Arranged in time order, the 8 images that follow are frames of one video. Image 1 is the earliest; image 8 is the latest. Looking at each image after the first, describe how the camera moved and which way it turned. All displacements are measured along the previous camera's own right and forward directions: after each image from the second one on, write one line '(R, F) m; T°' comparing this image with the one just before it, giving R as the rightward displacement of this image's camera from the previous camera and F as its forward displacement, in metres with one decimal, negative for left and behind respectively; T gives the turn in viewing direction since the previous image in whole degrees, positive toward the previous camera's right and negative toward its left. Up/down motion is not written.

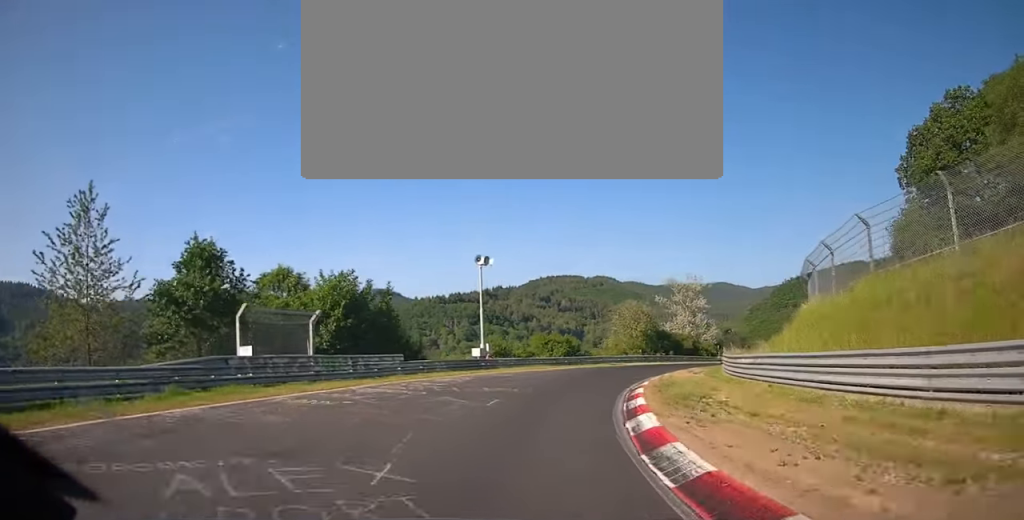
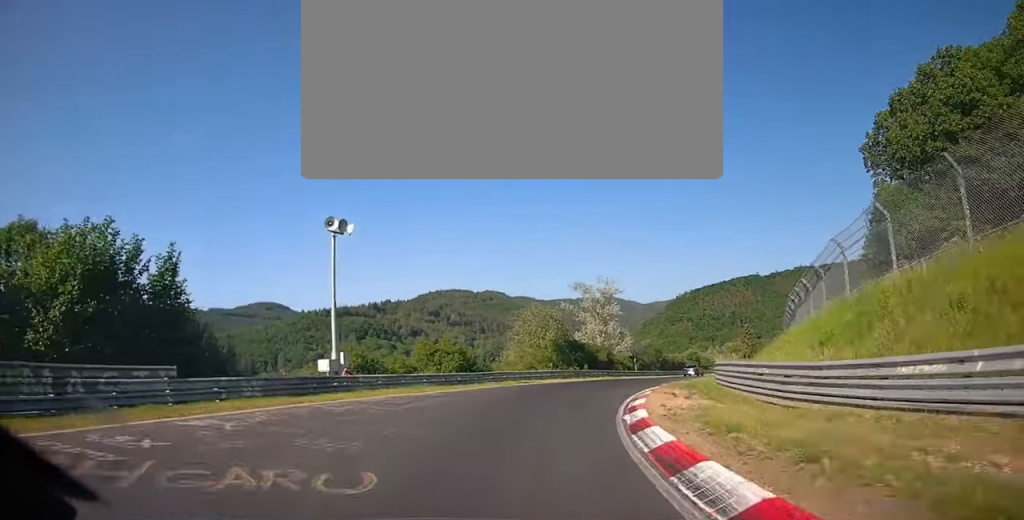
(+1.7, +12.5) m; +8°
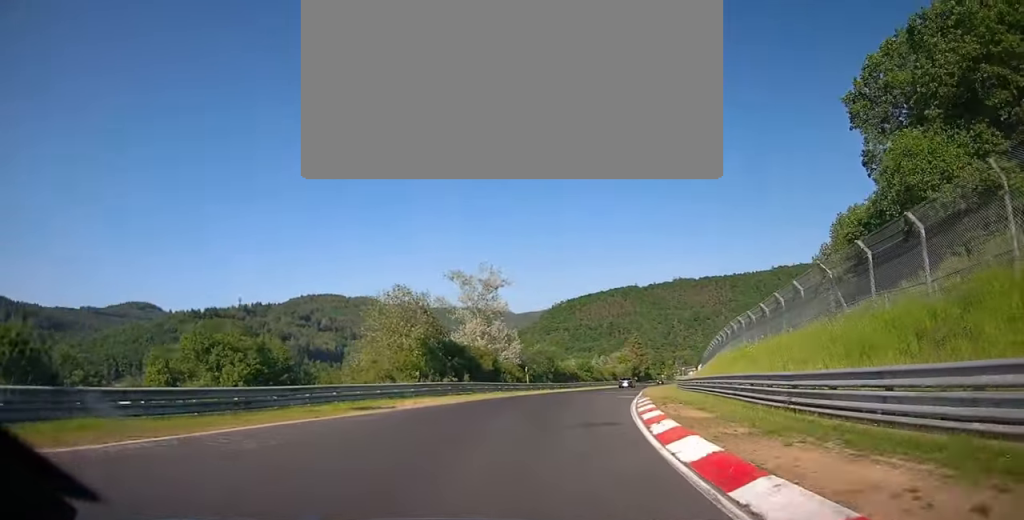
(+0.4, +17.1) m; +7°
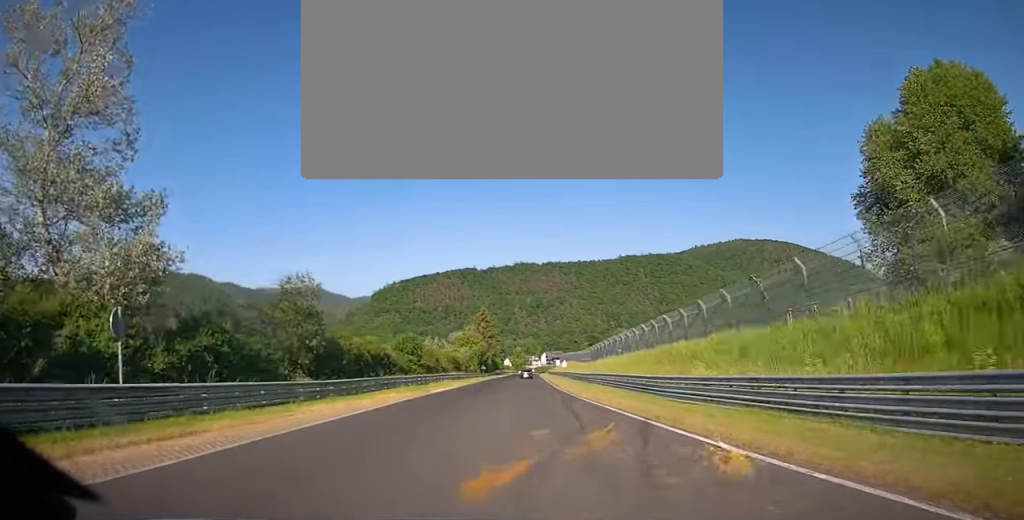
(+7.6, +49.5) m; +14°
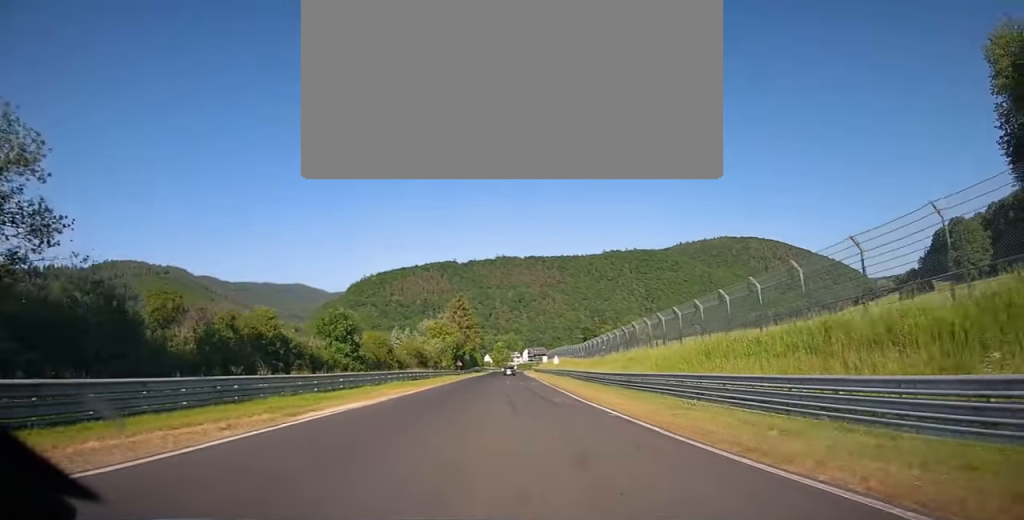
(+0.5, +21.1) m; +1°
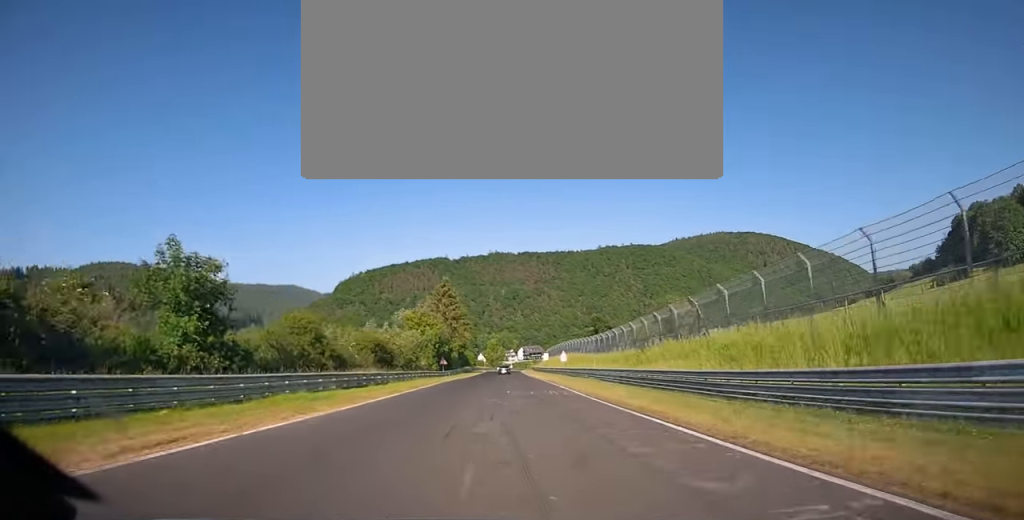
(+0.1, +19.7) m; 0°
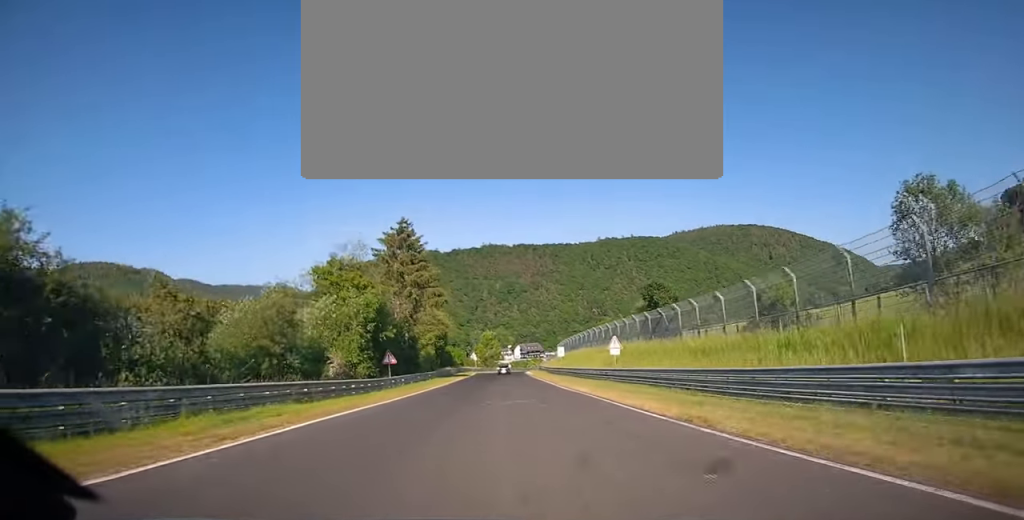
(0.0, +36.7) m; 0°
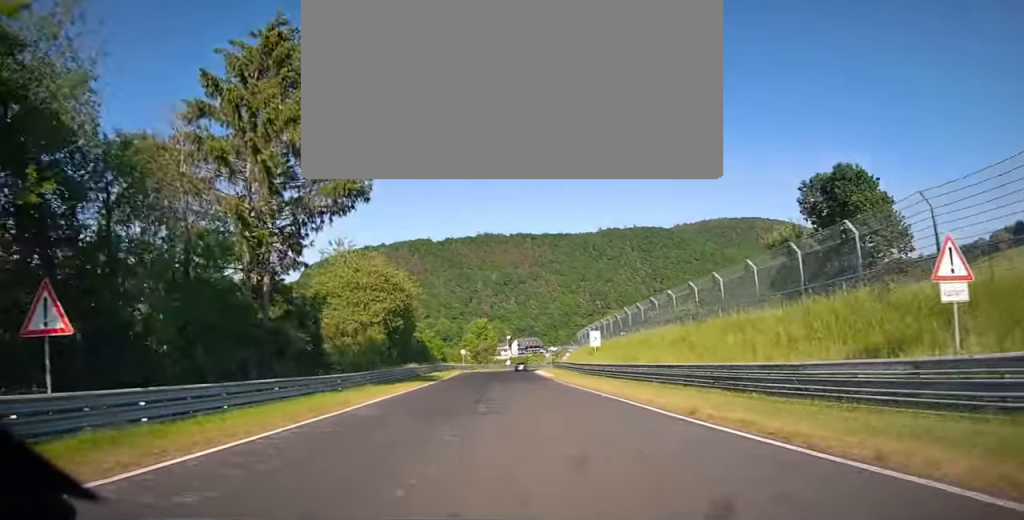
(+0.1, +32.1) m; +1°
